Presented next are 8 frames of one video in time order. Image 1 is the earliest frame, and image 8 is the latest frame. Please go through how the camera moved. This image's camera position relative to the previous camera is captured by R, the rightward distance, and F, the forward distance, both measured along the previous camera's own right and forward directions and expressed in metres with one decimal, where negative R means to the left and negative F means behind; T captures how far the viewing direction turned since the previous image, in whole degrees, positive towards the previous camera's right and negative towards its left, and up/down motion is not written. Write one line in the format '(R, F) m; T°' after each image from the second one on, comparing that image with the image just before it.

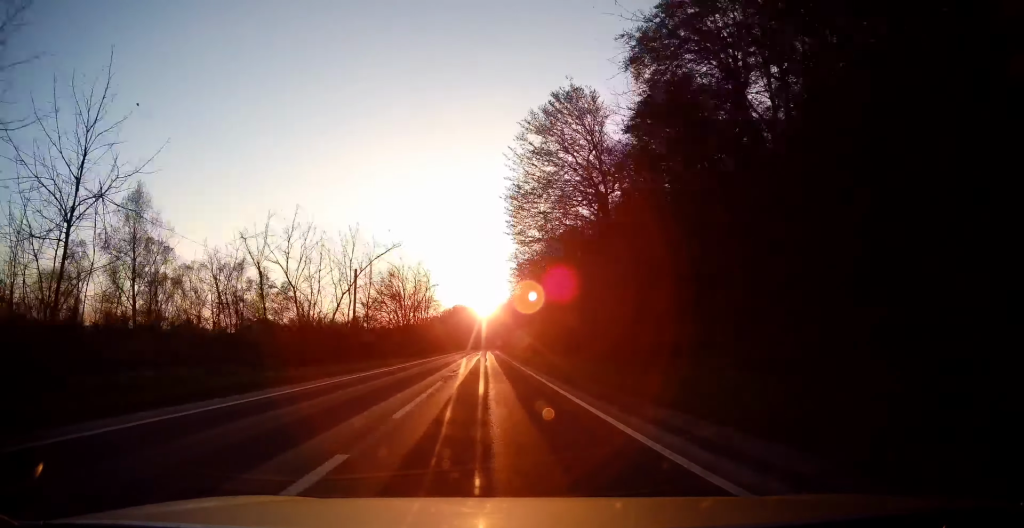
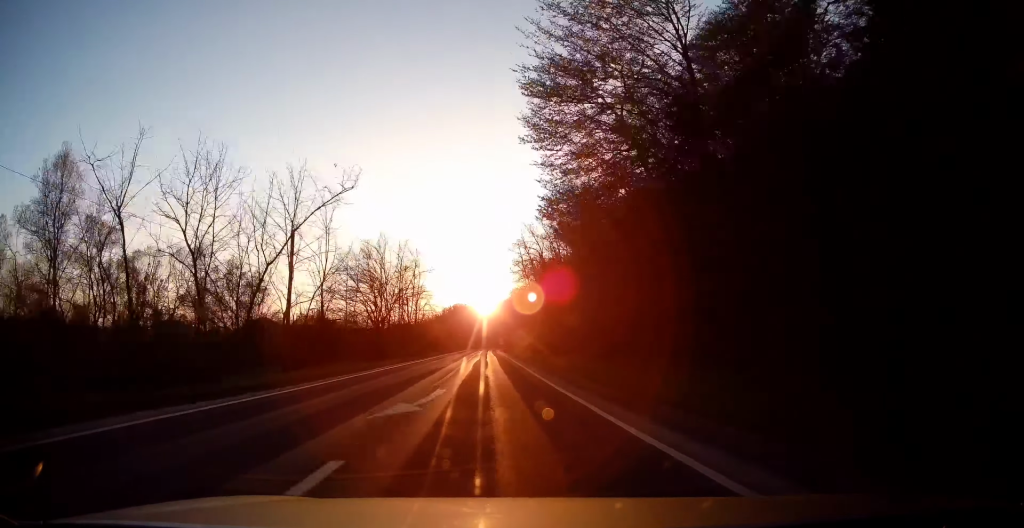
(0.0, +12.6) m; 0°
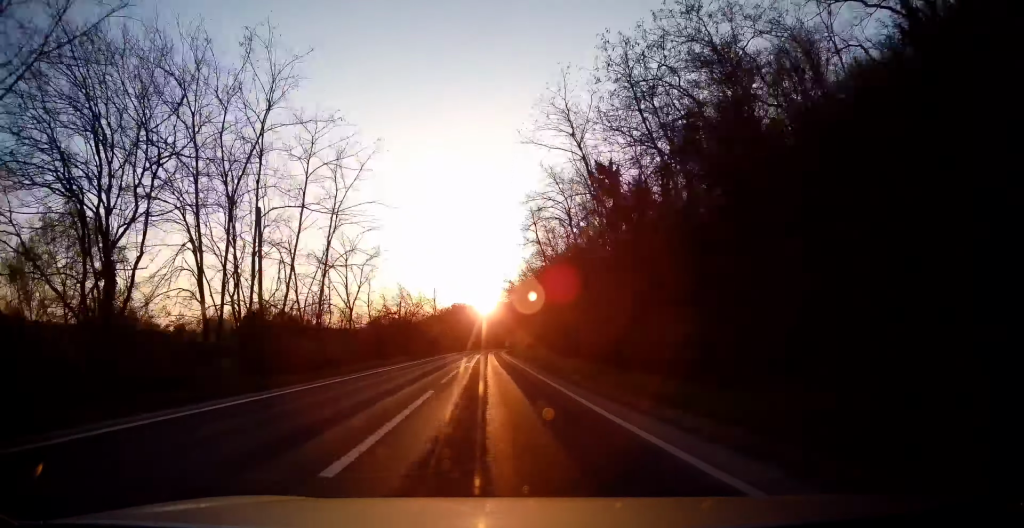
(-0.1, +37.6) m; 0°
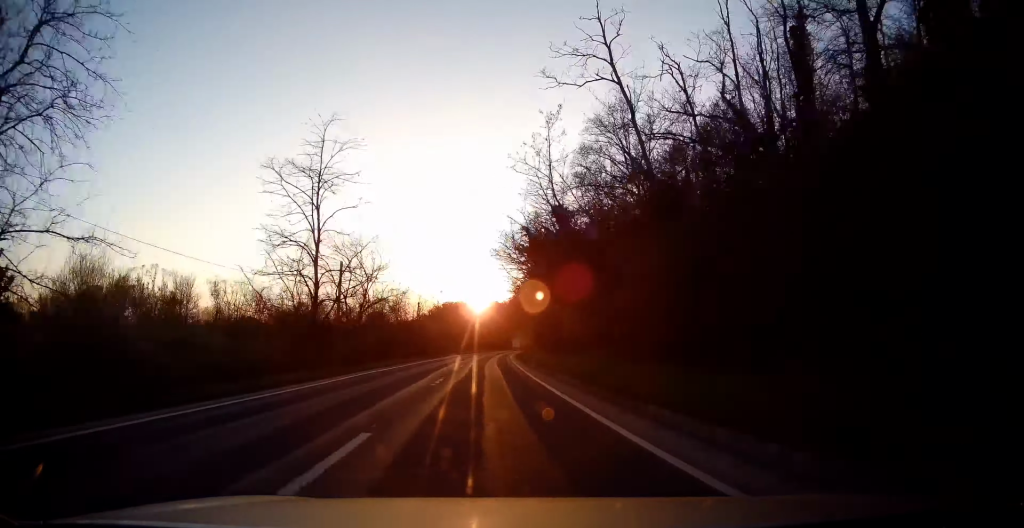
(0.0, +60.4) m; +1°
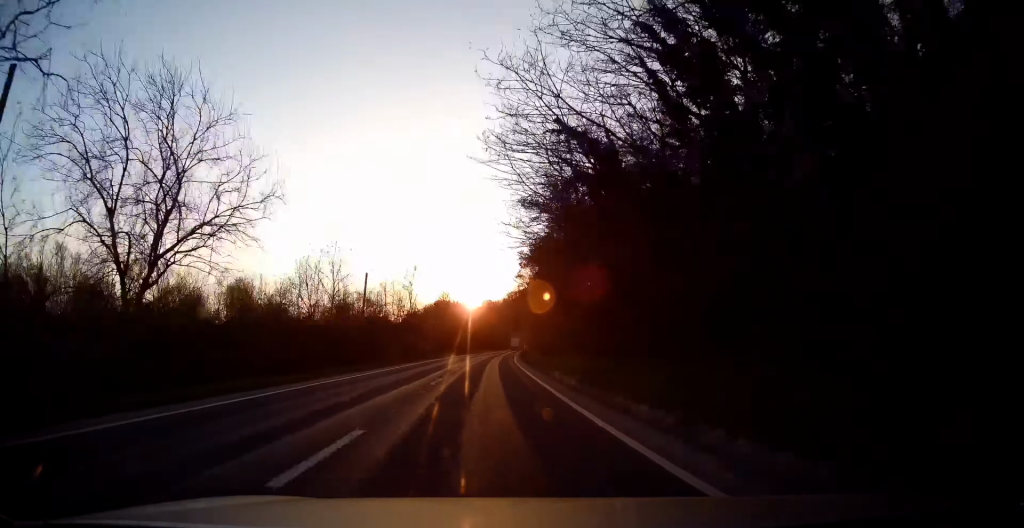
(+0.2, +24.2) m; +1°
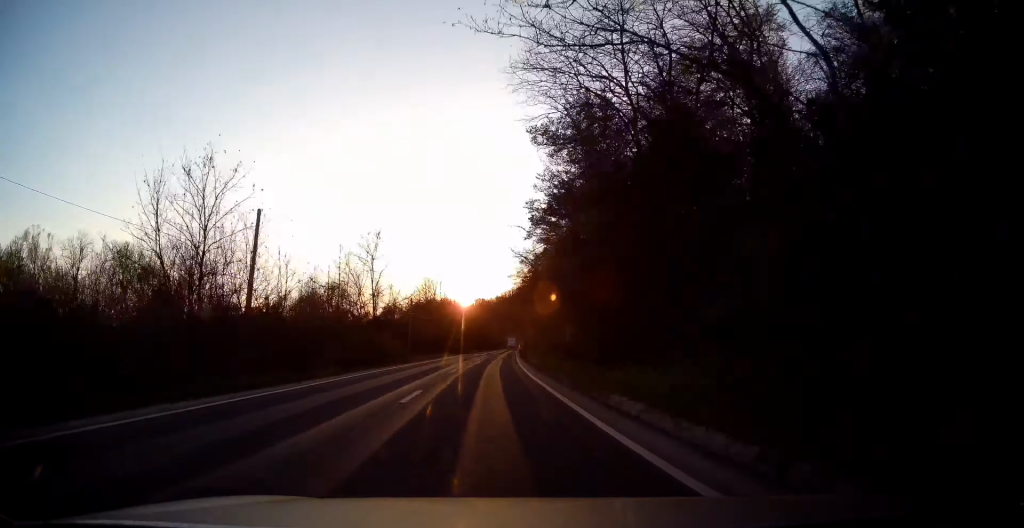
(-0.1, +17.5) m; +1°
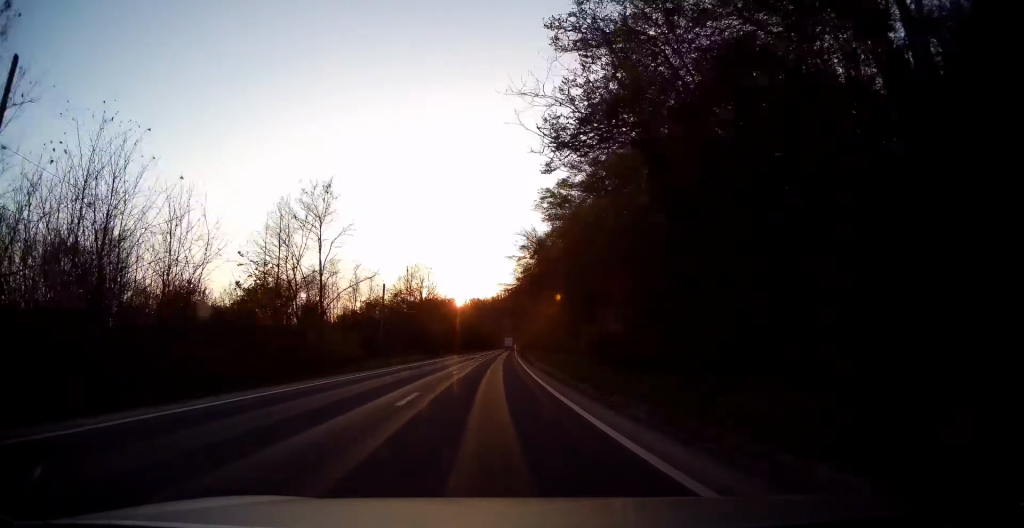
(+0.2, +12.7) m; 0°
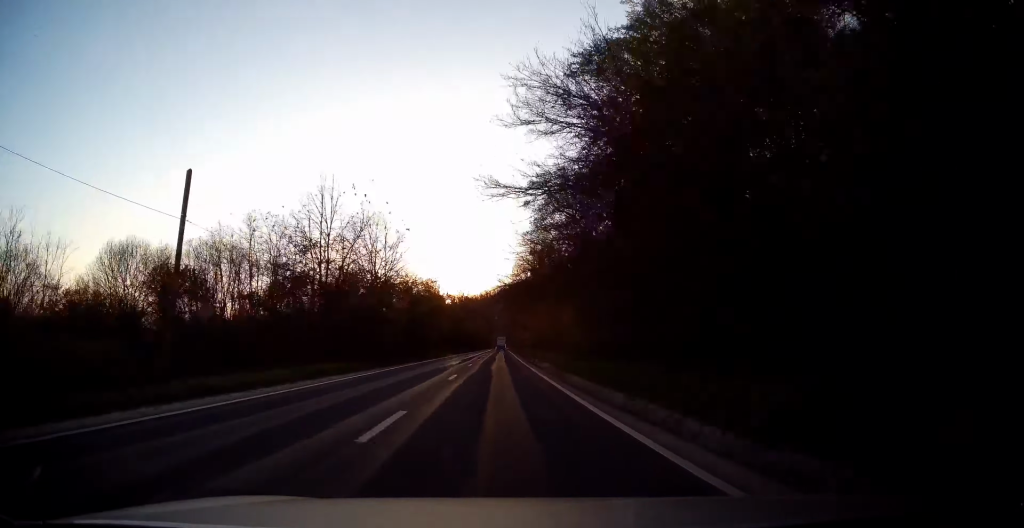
(+0.3, +28.5) m; +1°
